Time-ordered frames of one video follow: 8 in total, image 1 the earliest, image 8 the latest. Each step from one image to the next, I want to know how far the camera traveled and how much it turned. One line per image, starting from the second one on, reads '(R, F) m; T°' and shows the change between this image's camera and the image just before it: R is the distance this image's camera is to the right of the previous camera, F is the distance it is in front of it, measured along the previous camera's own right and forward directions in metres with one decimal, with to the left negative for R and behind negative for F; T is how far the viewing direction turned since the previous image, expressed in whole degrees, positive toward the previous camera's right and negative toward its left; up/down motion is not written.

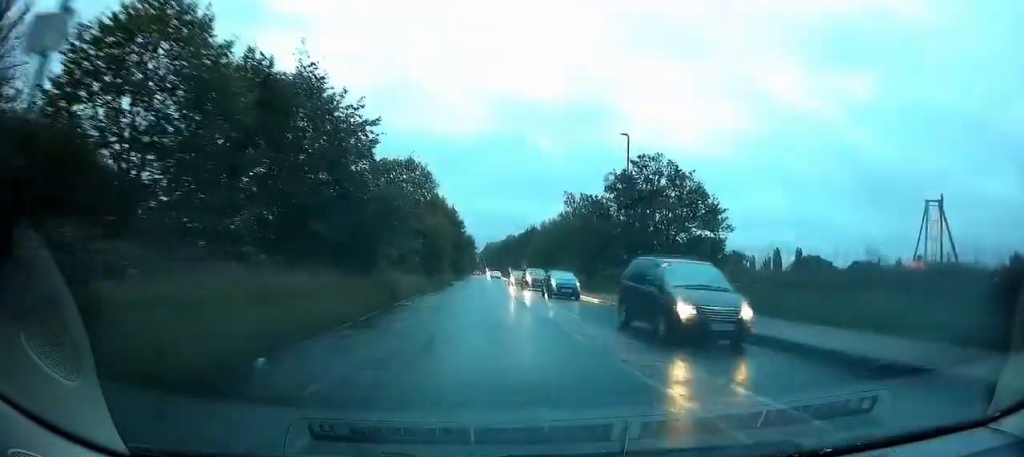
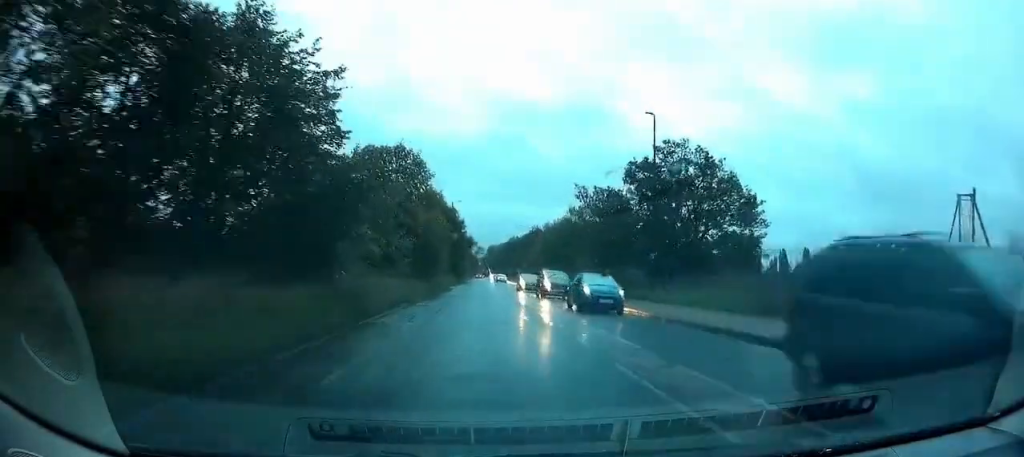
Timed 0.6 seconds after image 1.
(+0.1, +5.9) m; -2°
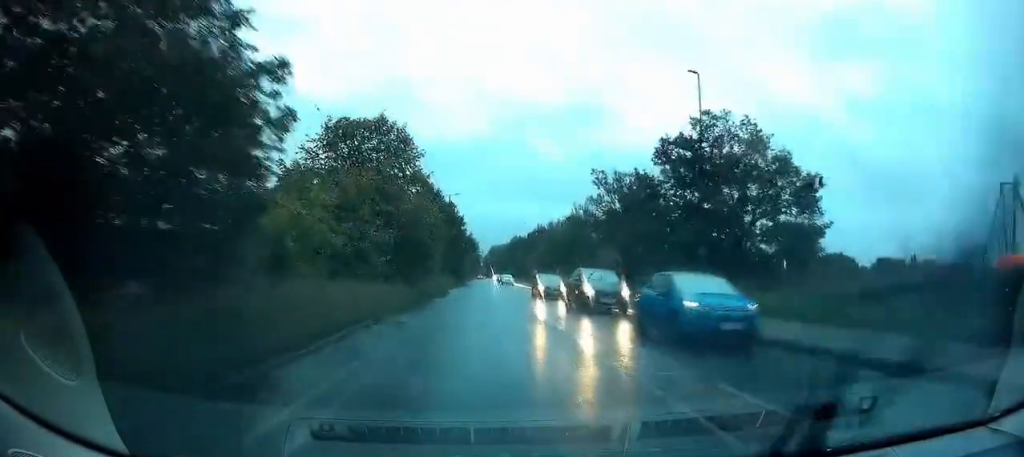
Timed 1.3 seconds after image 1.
(-0.4, +7.4) m; -1°
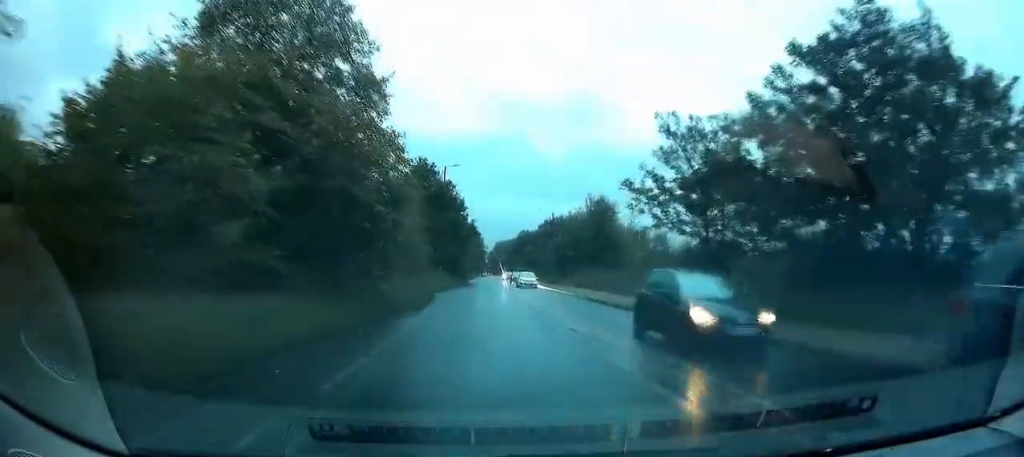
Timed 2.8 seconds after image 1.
(+0.3, +14.9) m; +2°
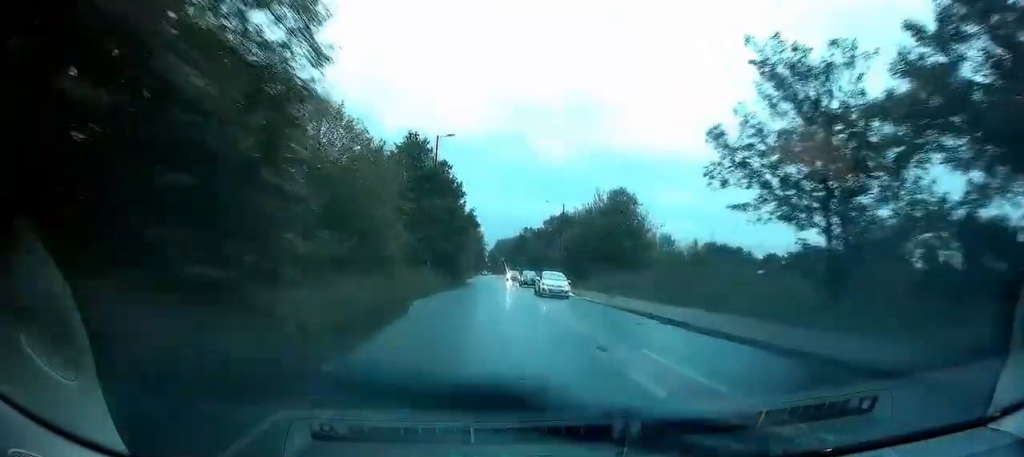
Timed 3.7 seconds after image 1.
(0.0, +10.0) m; +1°
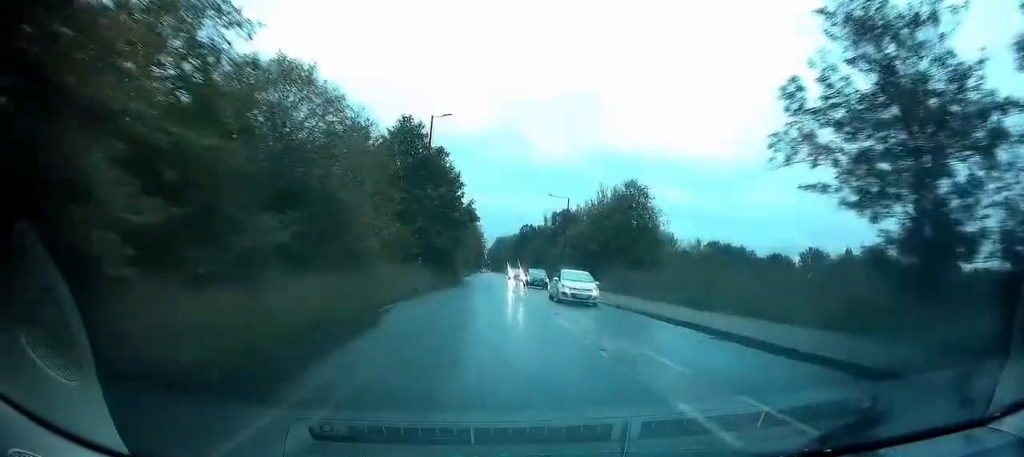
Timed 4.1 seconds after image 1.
(+0.1, +4.5) m; 0°
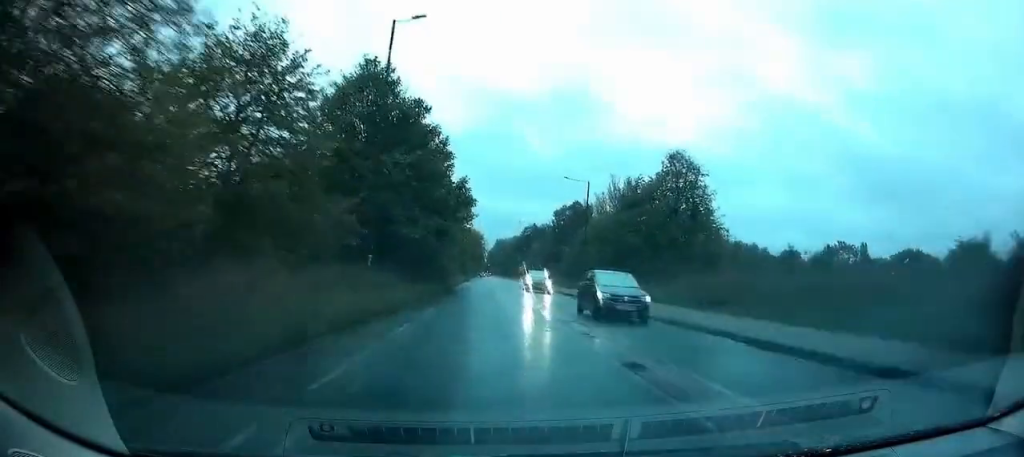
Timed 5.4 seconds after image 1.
(-0.2, +14.3) m; 0°
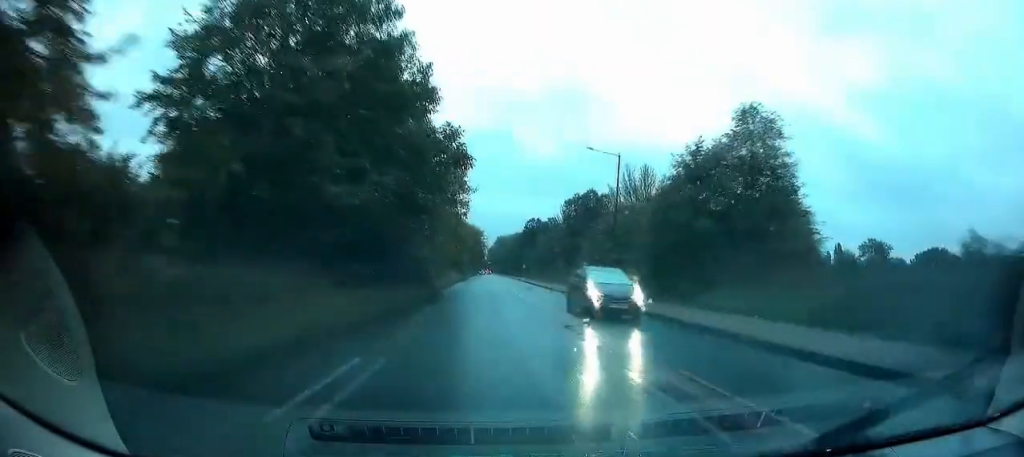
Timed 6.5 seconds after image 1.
(+0.3, +12.7) m; +2°
